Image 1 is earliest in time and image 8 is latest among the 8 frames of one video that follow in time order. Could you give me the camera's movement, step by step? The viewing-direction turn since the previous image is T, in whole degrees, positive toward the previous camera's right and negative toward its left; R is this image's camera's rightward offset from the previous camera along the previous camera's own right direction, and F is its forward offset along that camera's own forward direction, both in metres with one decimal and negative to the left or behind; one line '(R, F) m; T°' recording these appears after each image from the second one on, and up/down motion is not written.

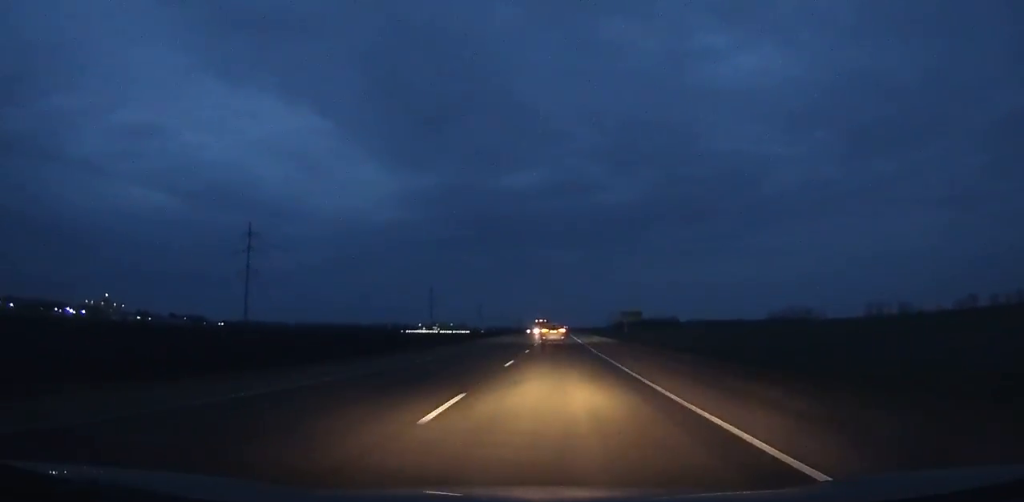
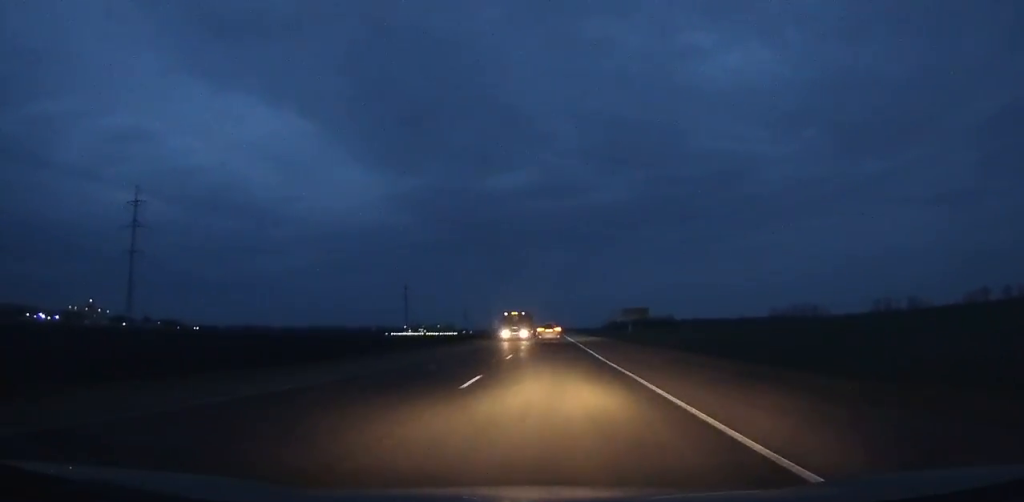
(0.0, +31.6) m; 0°
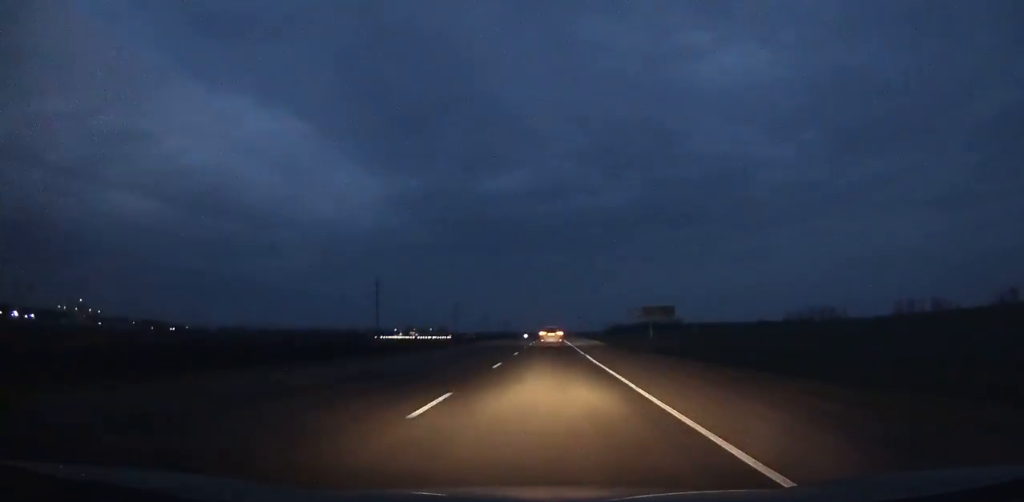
(+0.2, +38.7) m; 0°
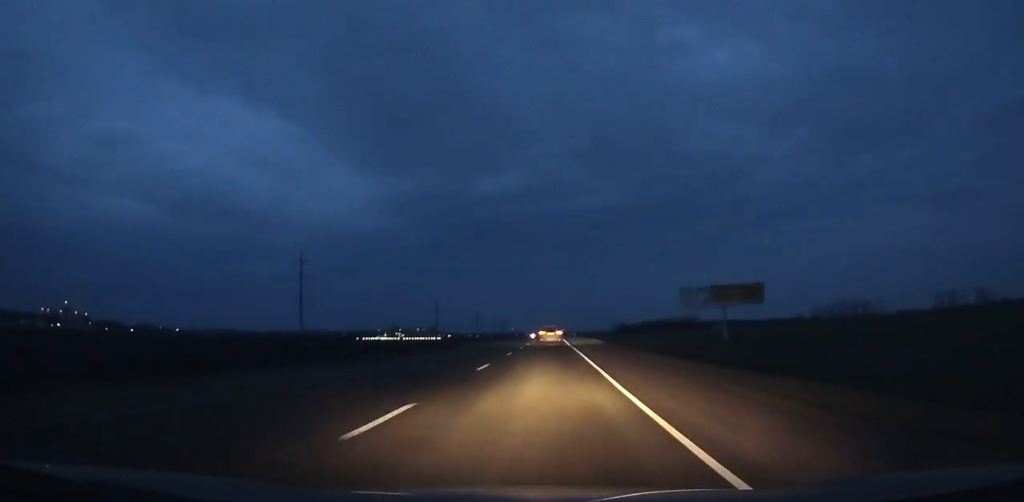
(+0.1, +62.6) m; 0°
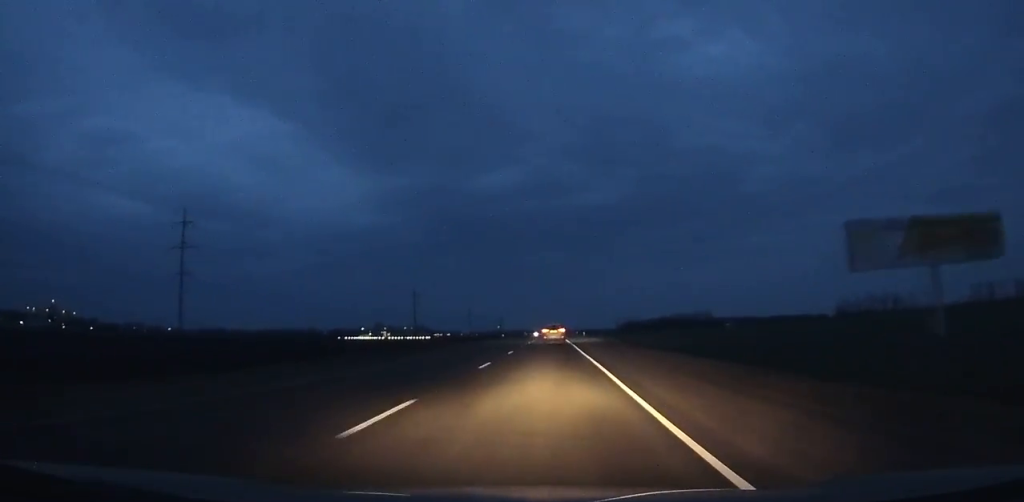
(-0.1, +48.0) m; 0°
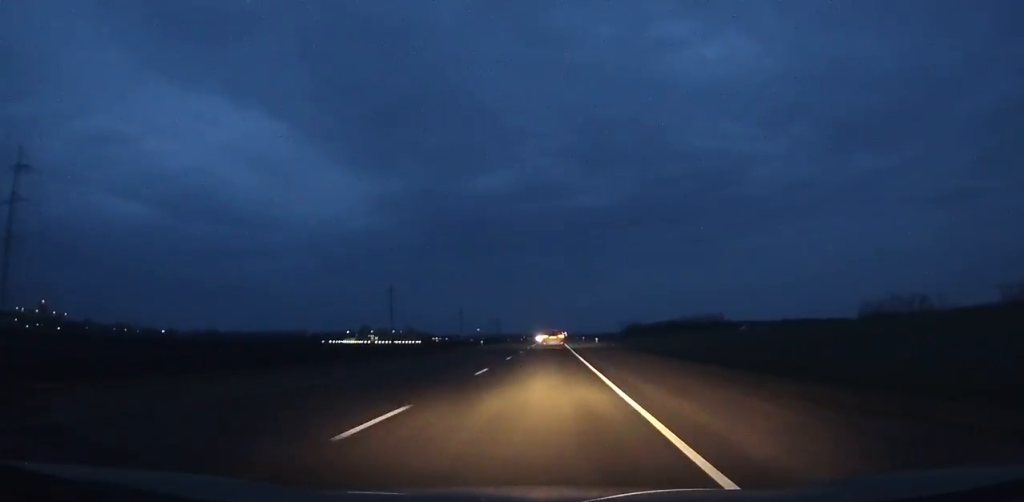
(-0.1, +35.9) m; 0°
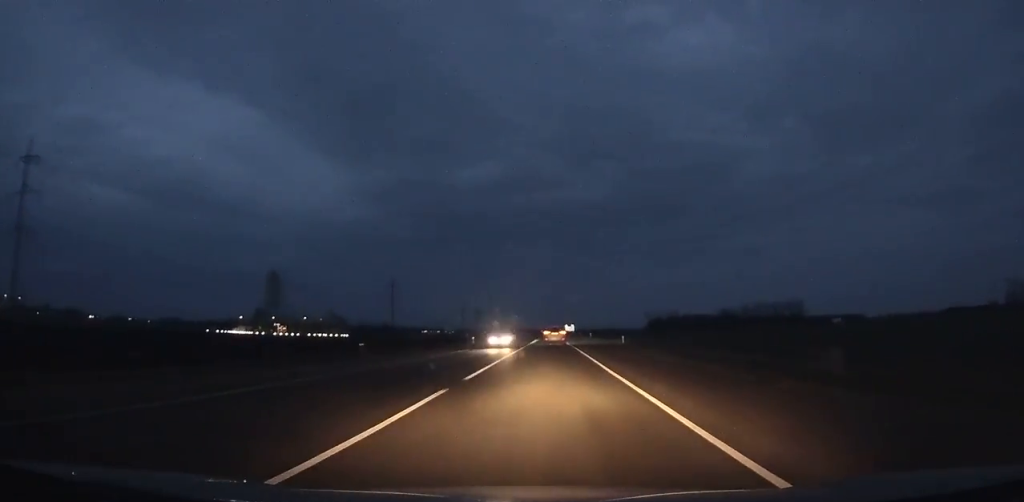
(-0.4, +158.9) m; 0°
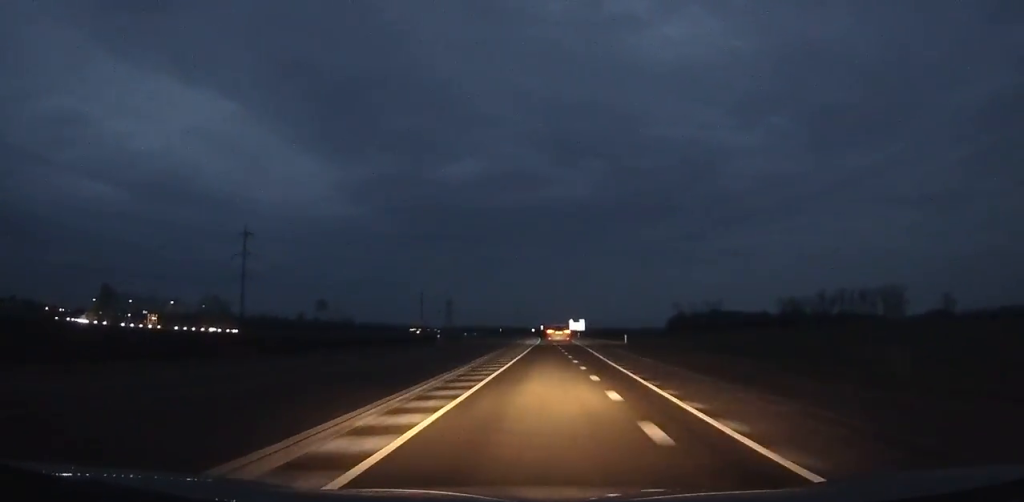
(+0.2, +104.6) m; 0°
